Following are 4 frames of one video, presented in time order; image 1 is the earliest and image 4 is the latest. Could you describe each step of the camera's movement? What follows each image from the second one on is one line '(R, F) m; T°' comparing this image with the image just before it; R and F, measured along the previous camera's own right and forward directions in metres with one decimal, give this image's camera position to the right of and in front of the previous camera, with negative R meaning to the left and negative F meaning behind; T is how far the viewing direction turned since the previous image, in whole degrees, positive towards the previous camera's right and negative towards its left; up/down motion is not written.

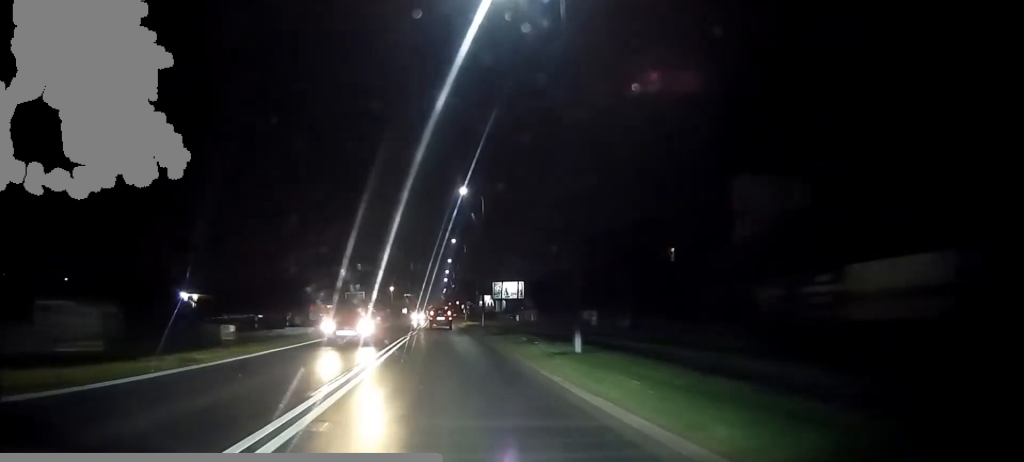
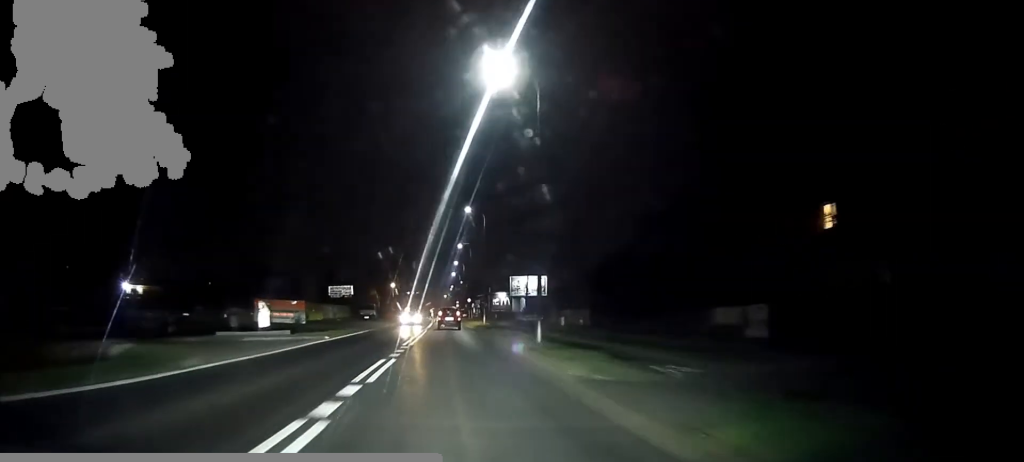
(0.0, +22.5) m; 0°
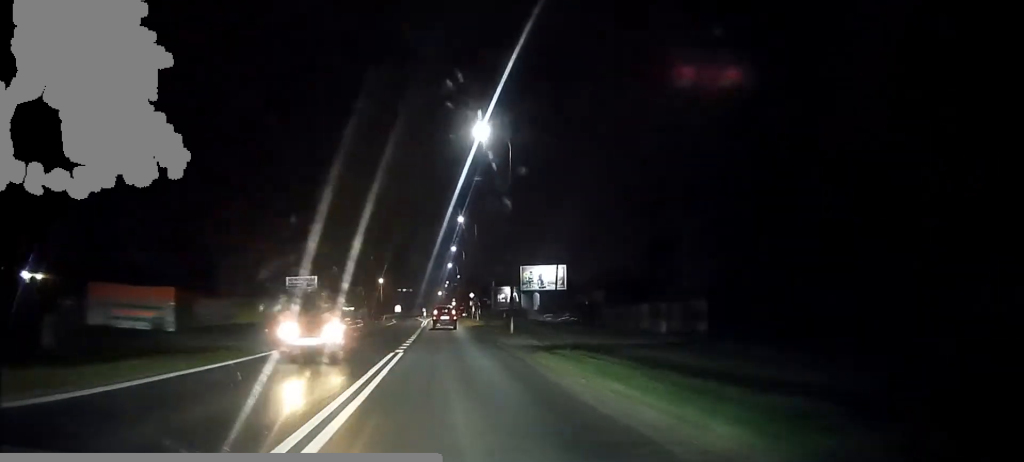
(0.0, +22.5) m; 0°
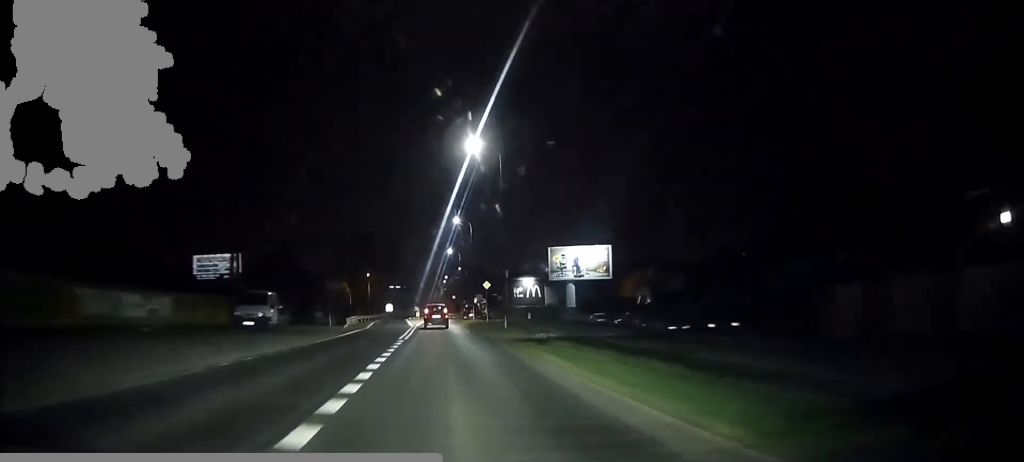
(+0.1, +26.0) m; 0°
